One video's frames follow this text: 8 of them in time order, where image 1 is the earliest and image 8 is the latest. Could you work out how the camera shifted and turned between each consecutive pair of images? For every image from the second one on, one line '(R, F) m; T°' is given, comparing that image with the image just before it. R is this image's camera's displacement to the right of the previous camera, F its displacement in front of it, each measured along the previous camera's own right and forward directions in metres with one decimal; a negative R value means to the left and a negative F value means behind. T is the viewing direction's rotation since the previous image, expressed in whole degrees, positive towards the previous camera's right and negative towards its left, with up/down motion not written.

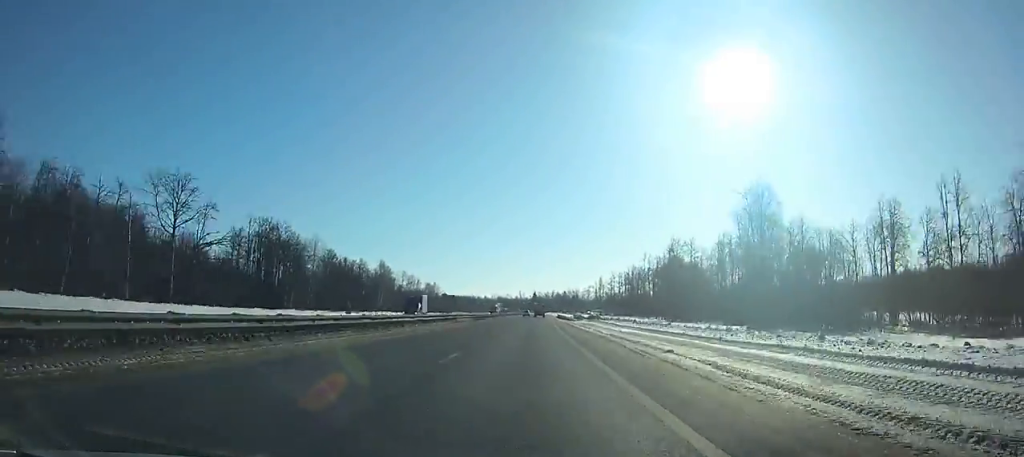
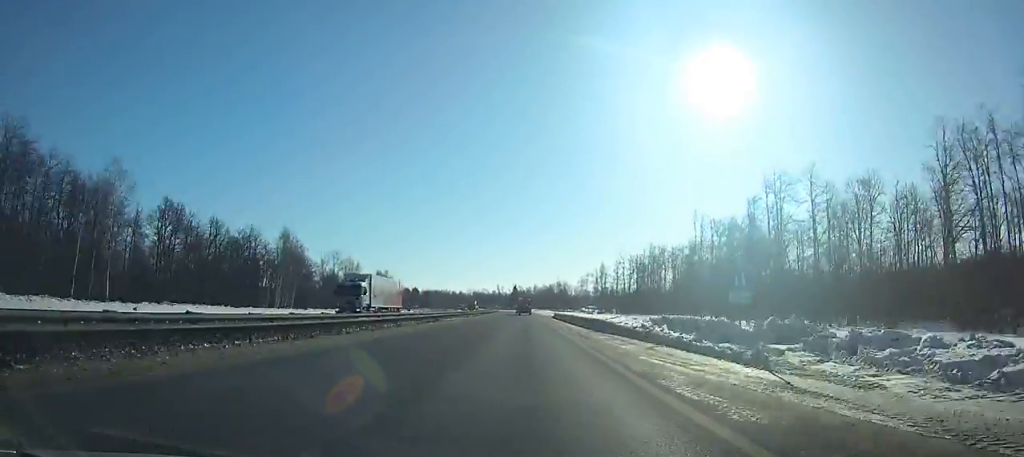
(+1.7, +70.0) m; +2°
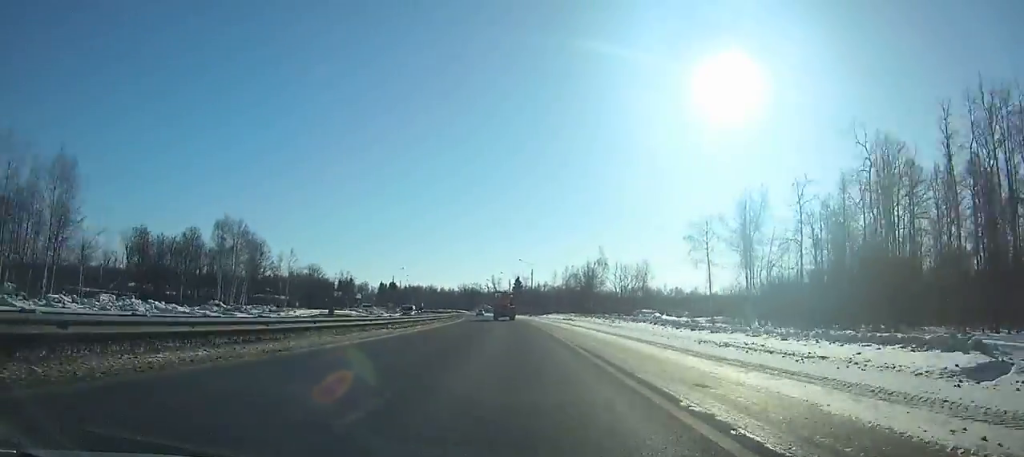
(+2.2, +139.4) m; 0°
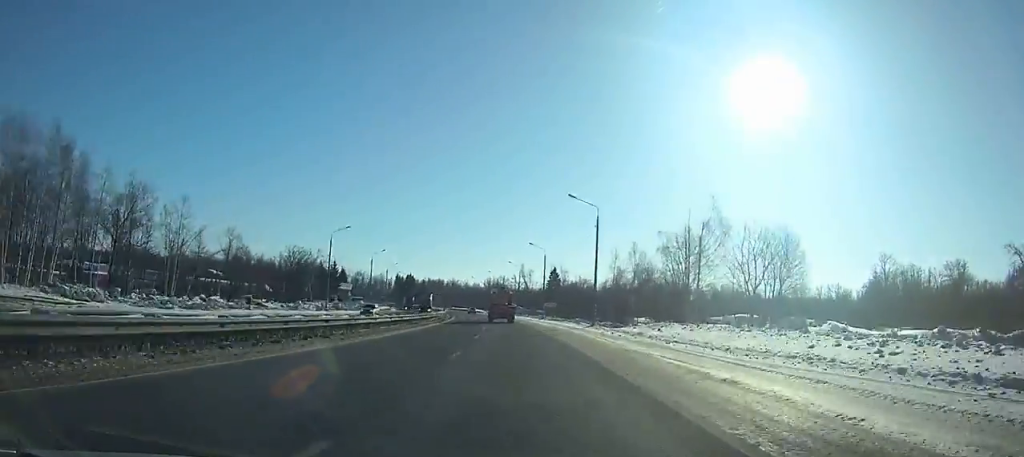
(-0.9, +63.7) m; -2°
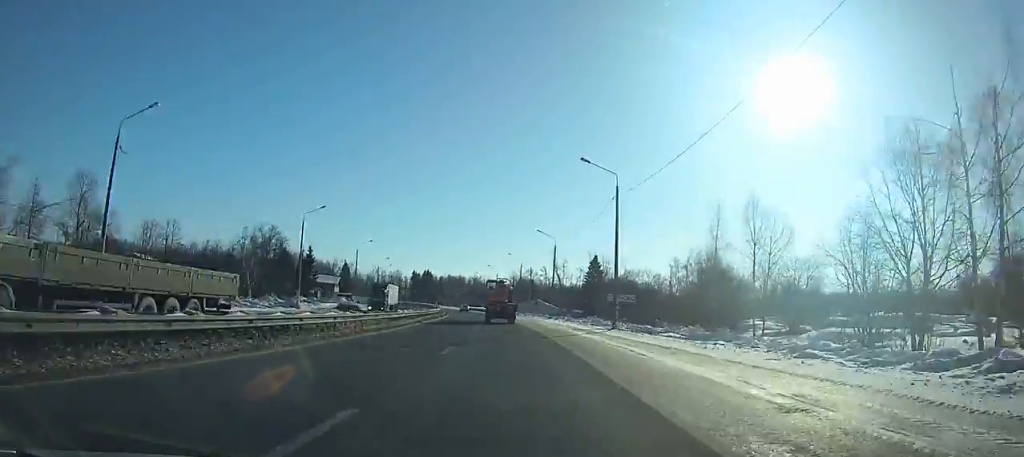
(-0.7, +45.9) m; -3°
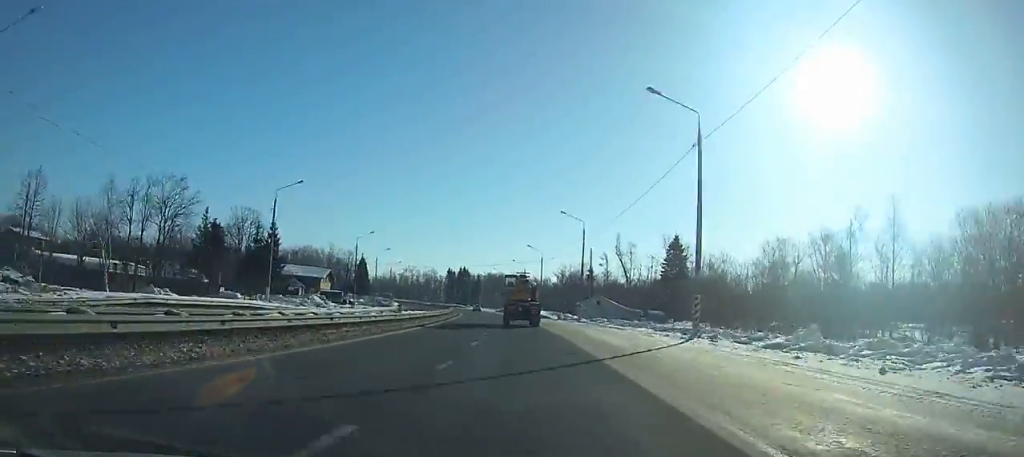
(-0.5, +46.7) m; -3°
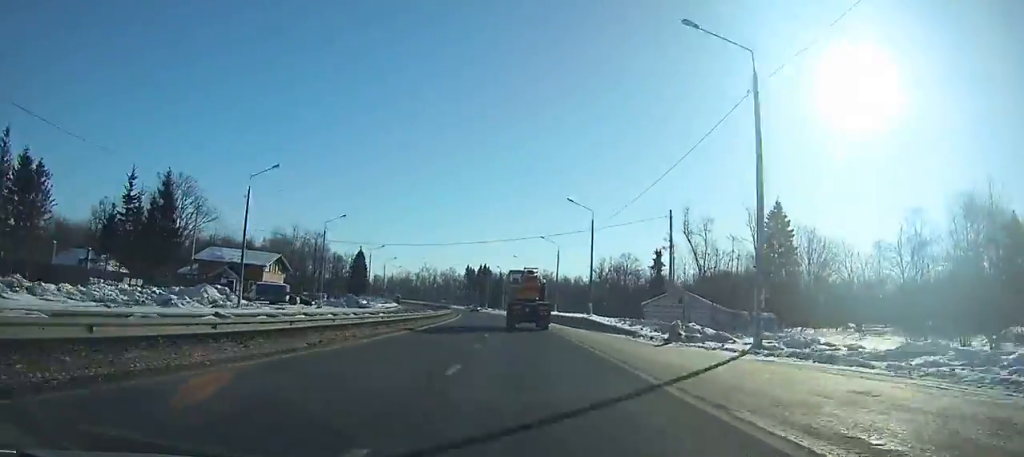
(-2.0, +41.1) m; -4°
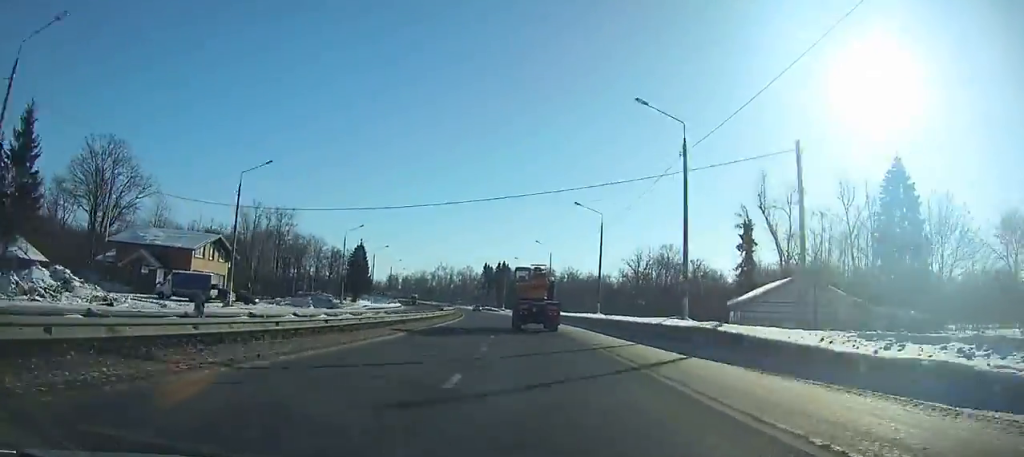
(-0.2, +26.7) m; -2°
